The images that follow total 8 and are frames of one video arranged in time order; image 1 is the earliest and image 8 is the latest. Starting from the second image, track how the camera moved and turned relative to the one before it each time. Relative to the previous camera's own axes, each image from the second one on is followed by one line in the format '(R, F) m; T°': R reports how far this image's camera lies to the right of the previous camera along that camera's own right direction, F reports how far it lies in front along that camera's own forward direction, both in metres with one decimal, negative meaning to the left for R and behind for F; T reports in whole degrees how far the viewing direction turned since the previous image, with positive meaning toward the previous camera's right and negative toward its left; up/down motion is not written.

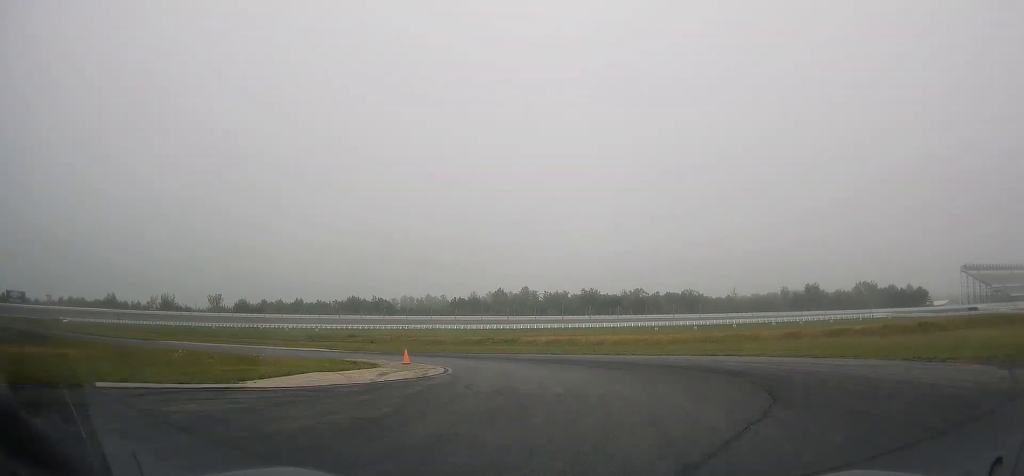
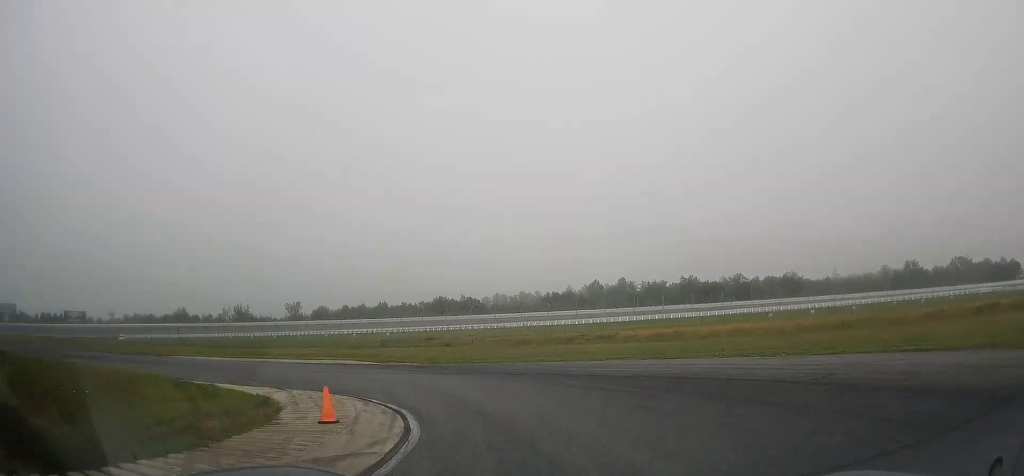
(+0.9, +11.4) m; -7°
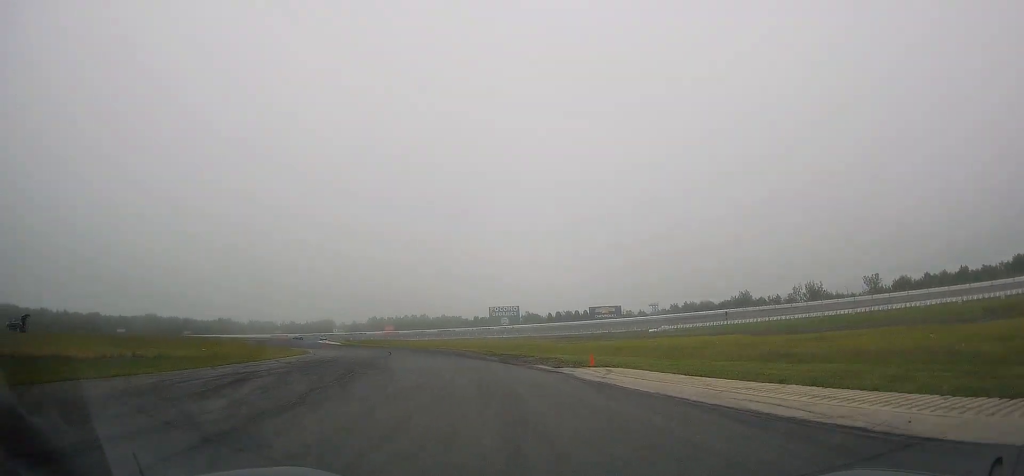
(-13.6, +25.8) m; -50°
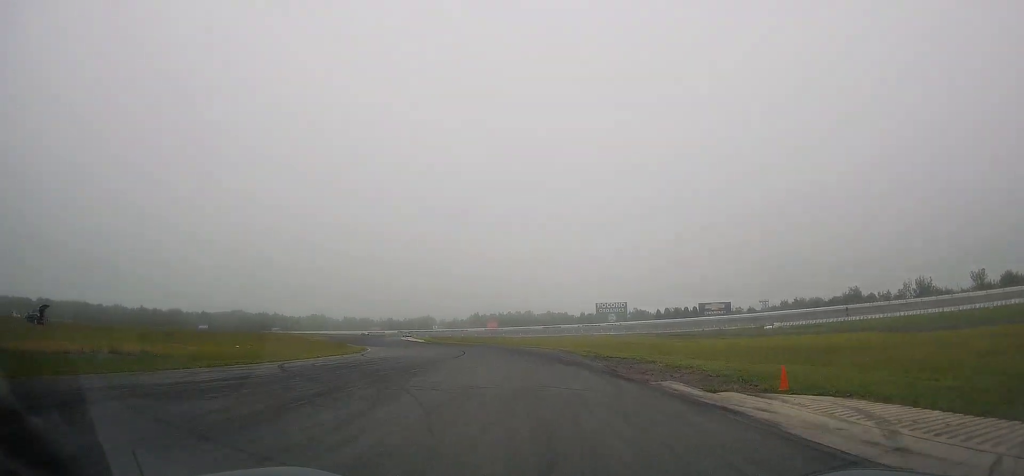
(-1.4, +10.4) m; -10°
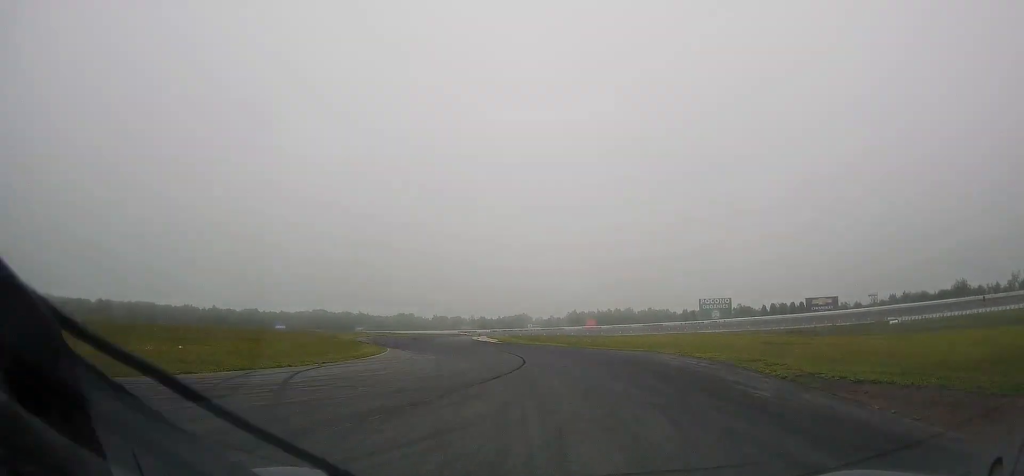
(-2.2, +18.0) m; -11°
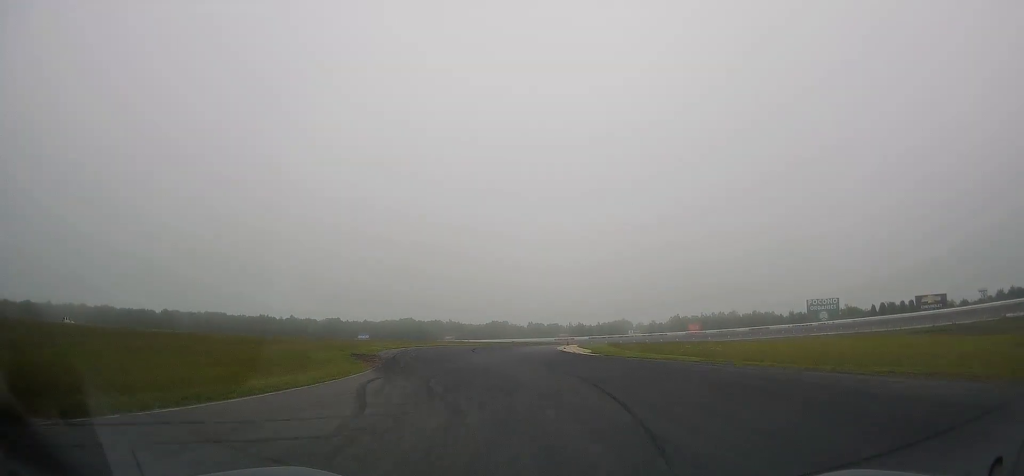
(-1.4, +19.8) m; -7°
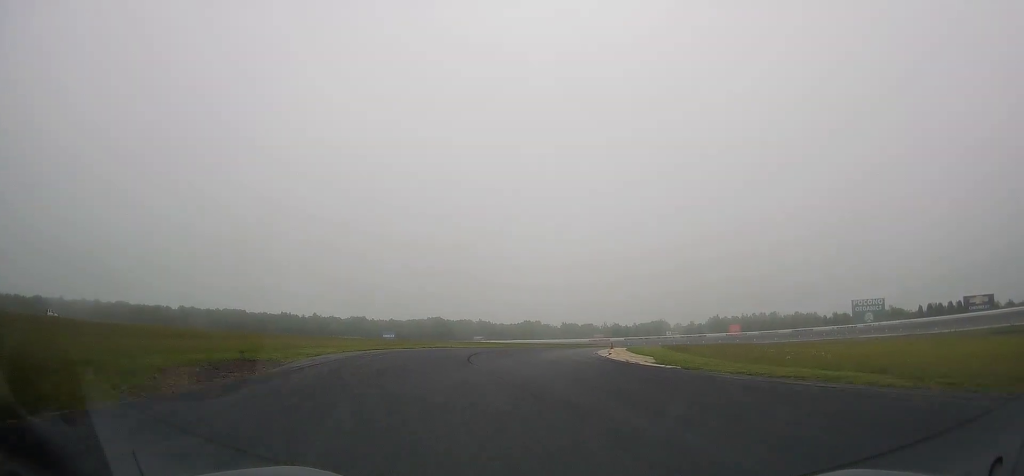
(-0.7, +16.0) m; -2°
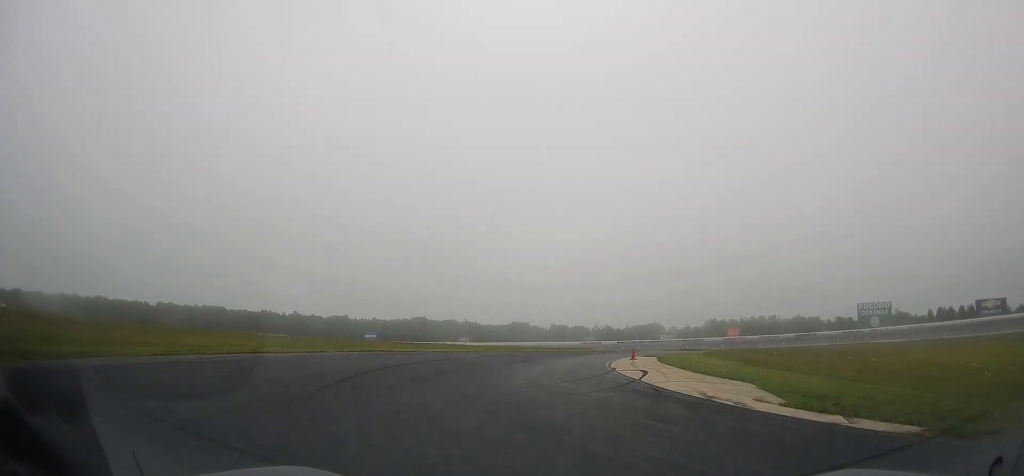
(-0.2, +16.0) m; +2°
